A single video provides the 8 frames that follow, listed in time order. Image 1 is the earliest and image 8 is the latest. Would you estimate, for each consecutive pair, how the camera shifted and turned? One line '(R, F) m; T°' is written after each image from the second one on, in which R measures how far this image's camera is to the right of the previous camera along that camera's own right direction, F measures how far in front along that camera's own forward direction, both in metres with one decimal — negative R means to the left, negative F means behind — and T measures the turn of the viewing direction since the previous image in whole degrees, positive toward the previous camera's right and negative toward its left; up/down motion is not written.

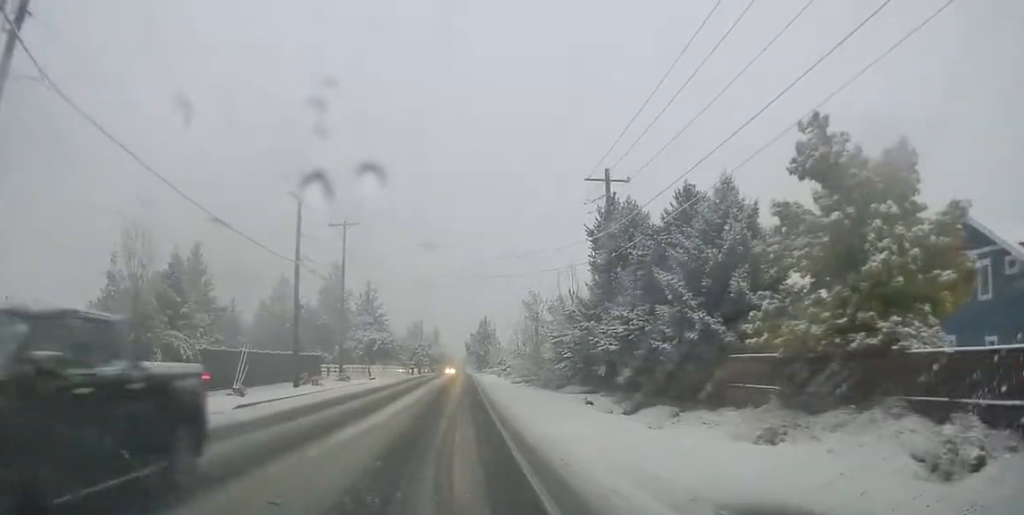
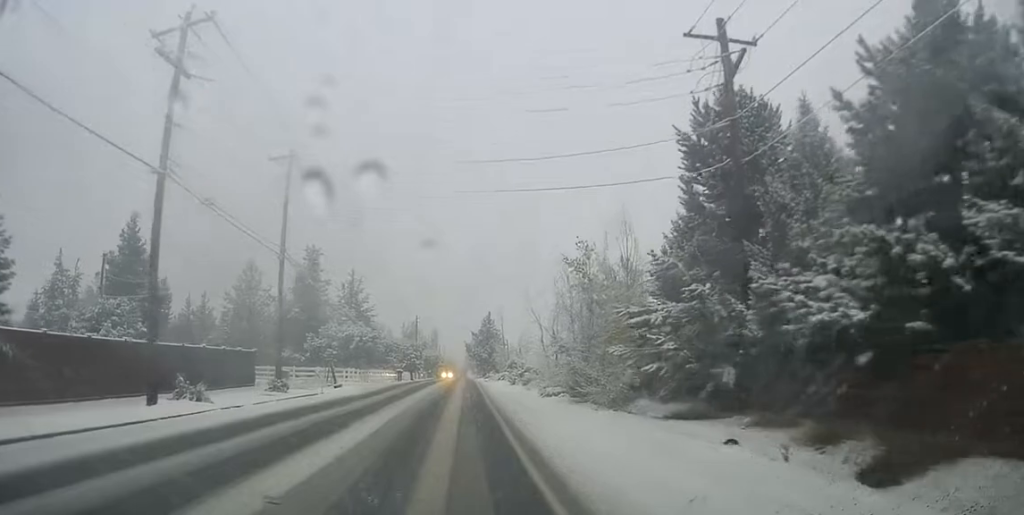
(0.0, +16.4) m; 0°
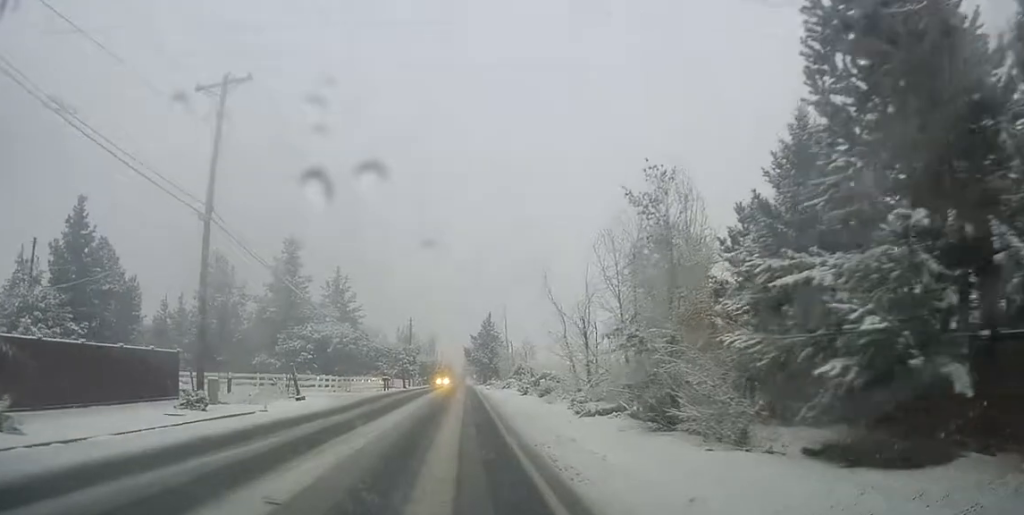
(0.0, +9.5) m; +1°
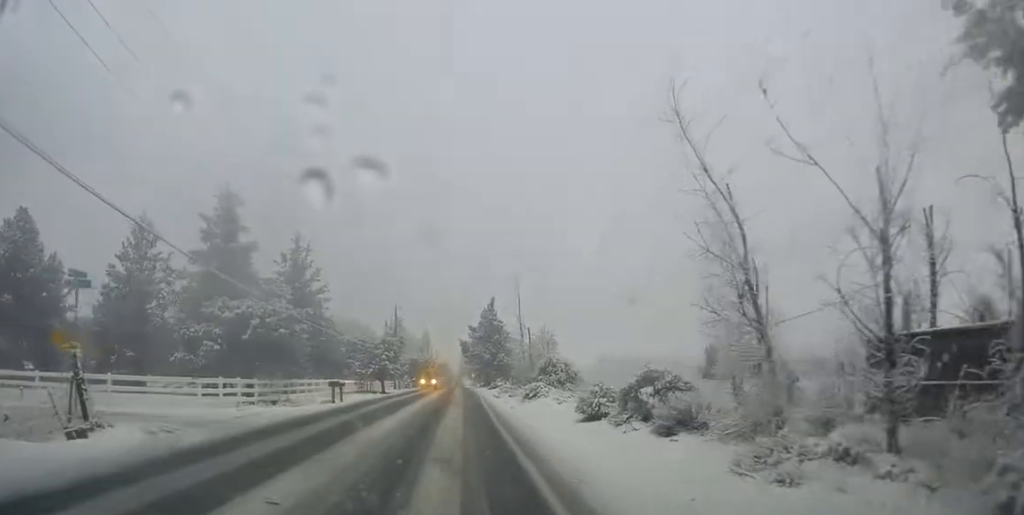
(+0.4, +19.6) m; 0°
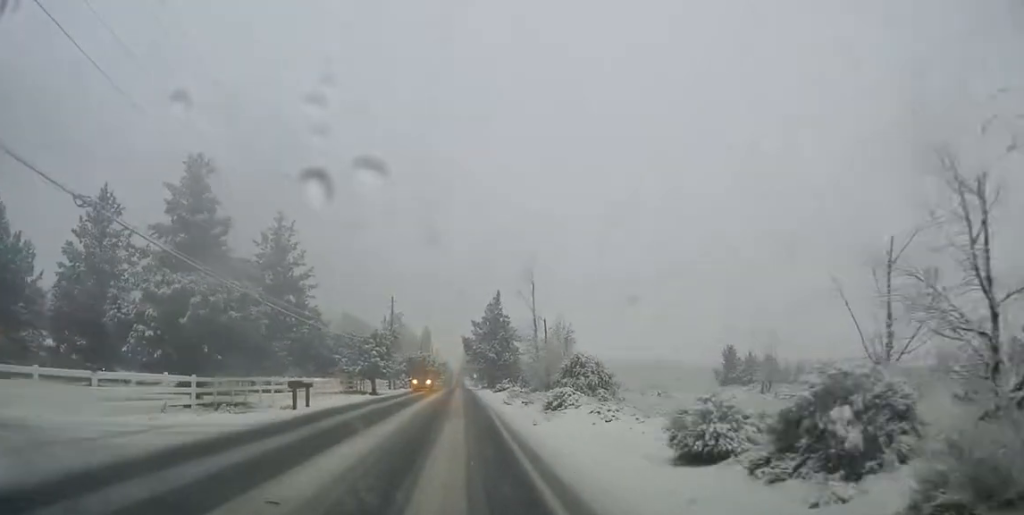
(-0.2, +7.8) m; -1°
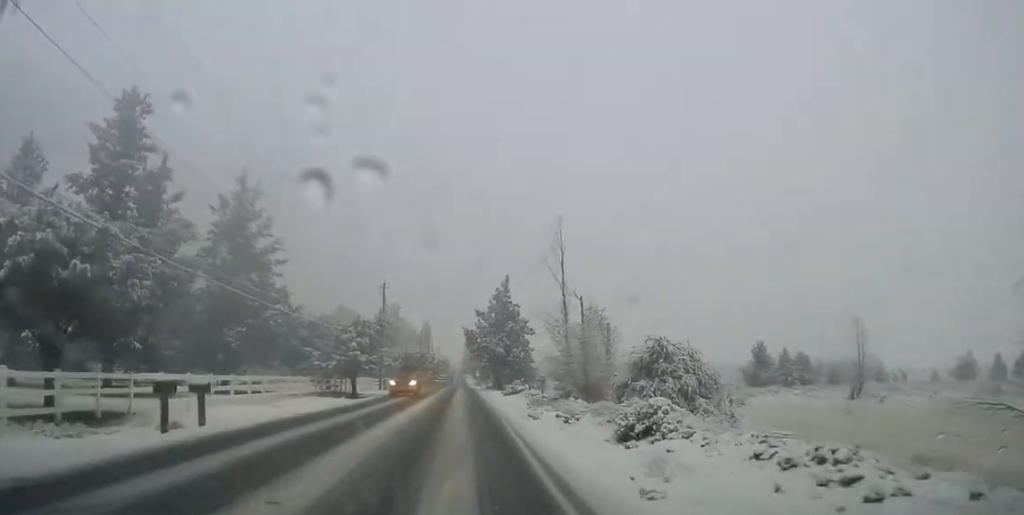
(-0.1, +11.2) m; -1°
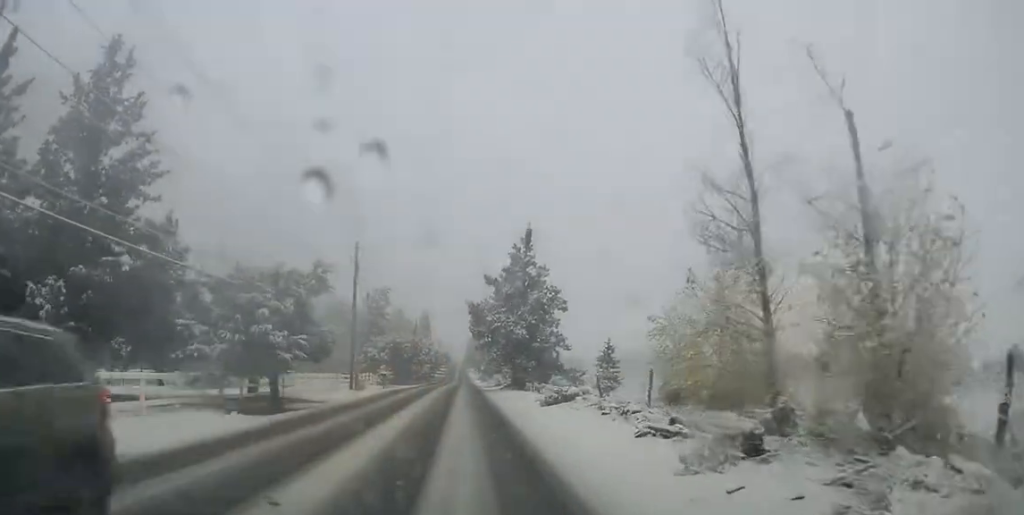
(0.0, +20.3) m; 0°
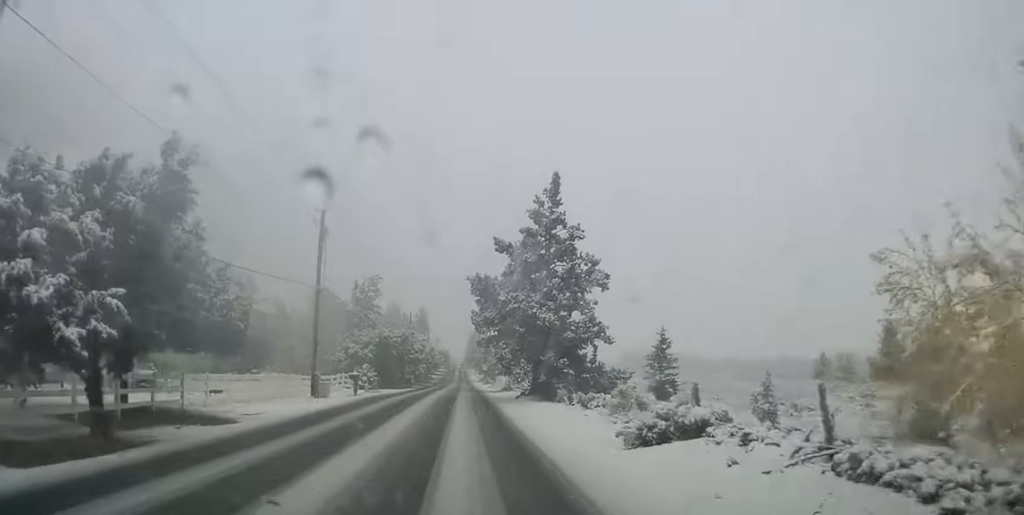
(0.0, +13.4) m; 0°
